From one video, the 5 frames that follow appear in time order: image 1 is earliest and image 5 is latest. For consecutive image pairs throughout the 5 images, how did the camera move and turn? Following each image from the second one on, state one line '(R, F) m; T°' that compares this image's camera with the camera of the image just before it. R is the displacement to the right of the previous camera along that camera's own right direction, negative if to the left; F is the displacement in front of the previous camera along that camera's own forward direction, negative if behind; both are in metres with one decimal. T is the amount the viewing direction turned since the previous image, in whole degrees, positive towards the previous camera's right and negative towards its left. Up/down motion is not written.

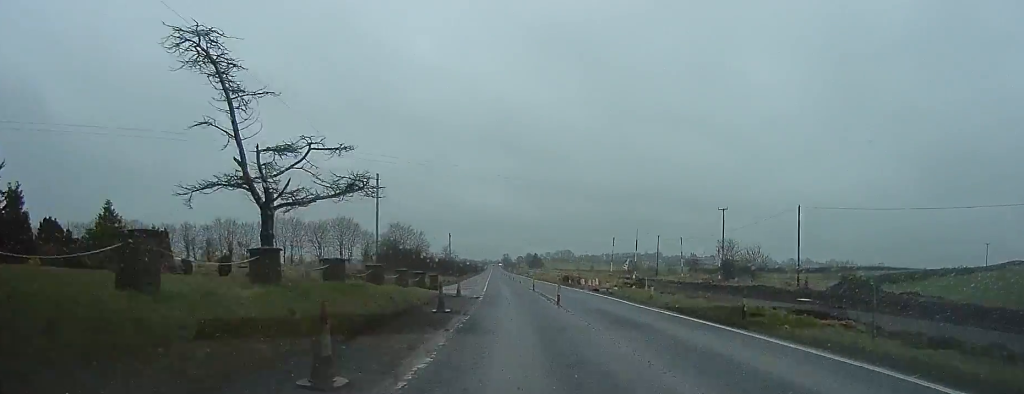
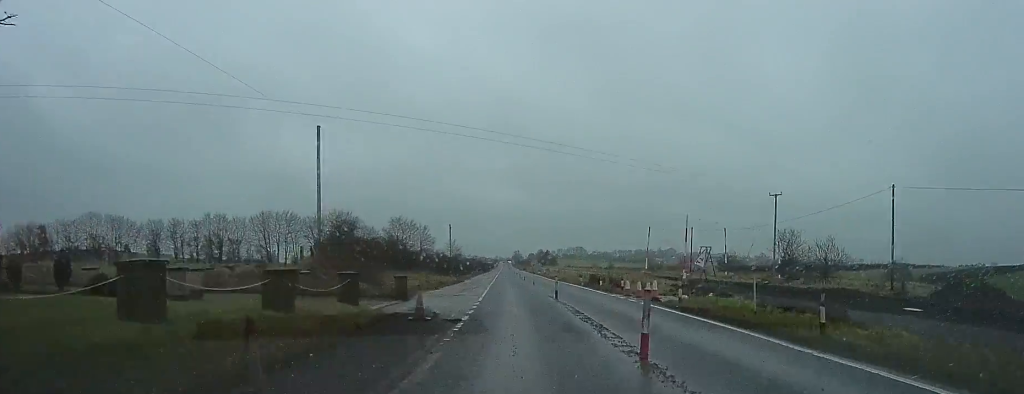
(0.0, +12.3) m; 0°
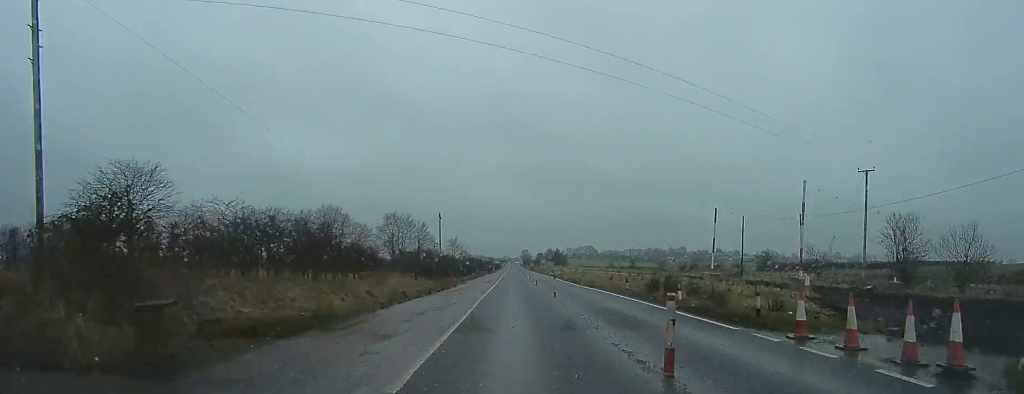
(0.0, +15.9) m; 0°
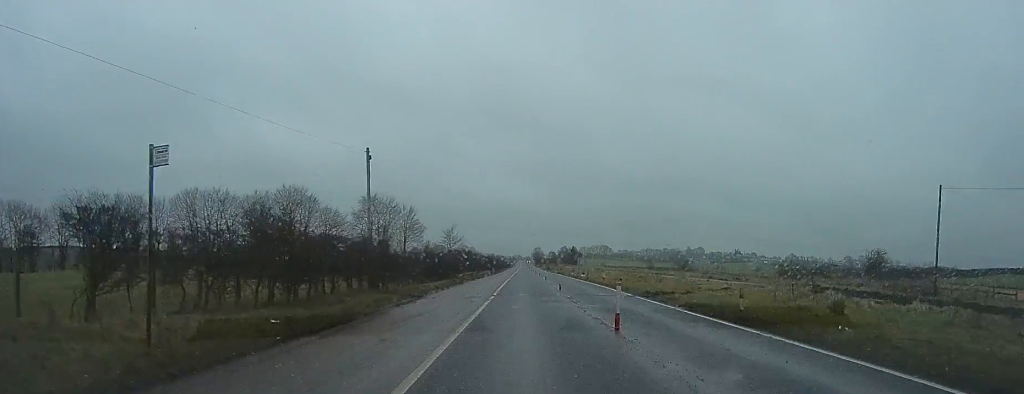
(0.0, +31.0) m; 0°
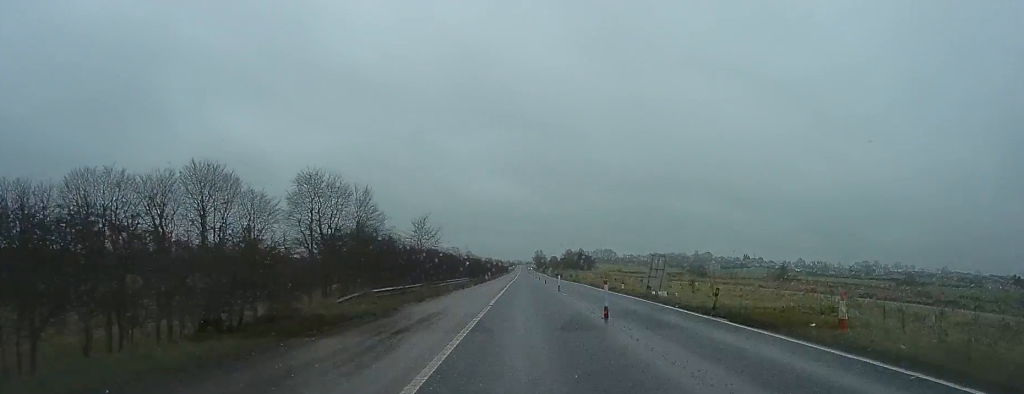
(0.0, +33.6) m; -2°
